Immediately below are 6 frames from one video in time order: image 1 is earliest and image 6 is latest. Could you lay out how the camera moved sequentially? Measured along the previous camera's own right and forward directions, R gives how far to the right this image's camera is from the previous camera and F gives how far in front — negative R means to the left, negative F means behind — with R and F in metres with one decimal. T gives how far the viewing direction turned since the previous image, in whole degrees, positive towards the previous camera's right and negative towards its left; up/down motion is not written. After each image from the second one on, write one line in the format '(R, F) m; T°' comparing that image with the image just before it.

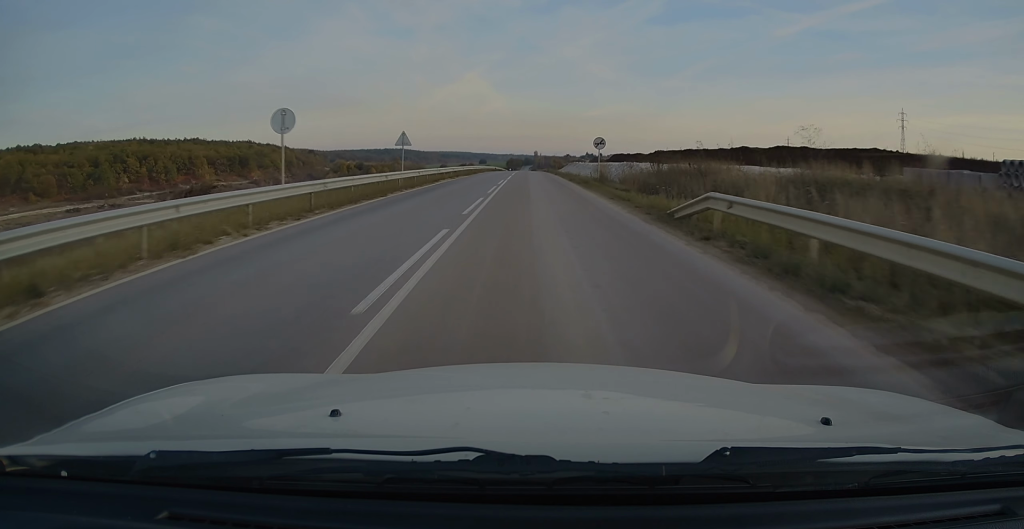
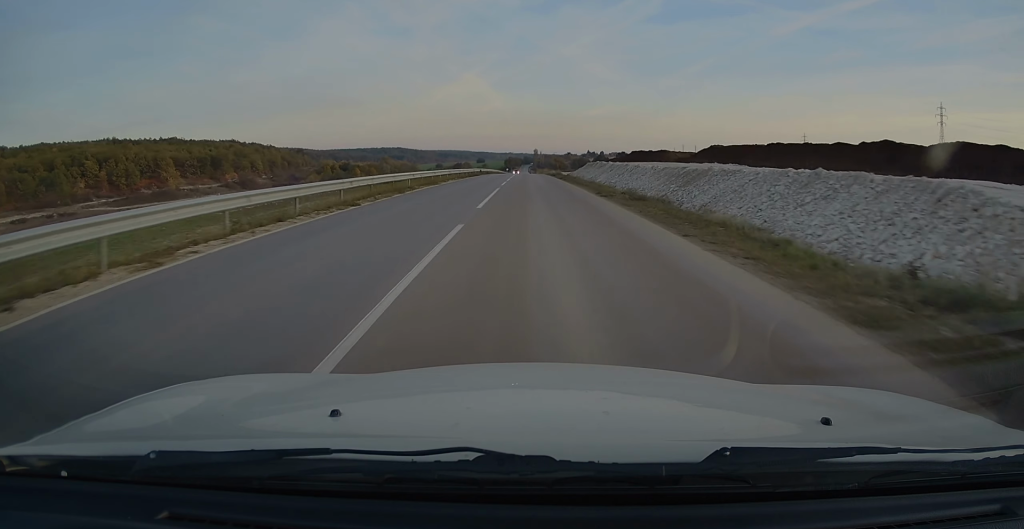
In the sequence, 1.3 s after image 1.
(0.0, +36.9) m; 0°
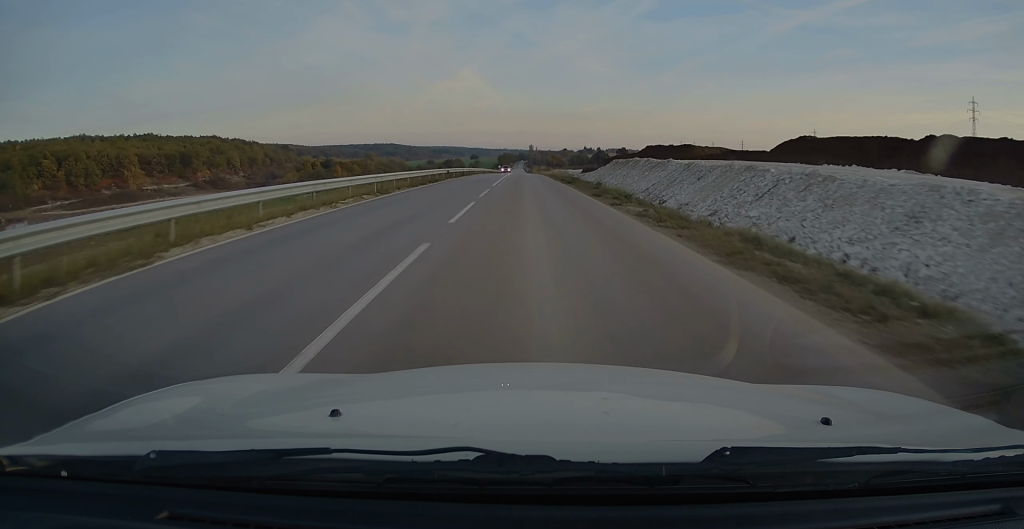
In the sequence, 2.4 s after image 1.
(+0.1, +29.5) m; 0°
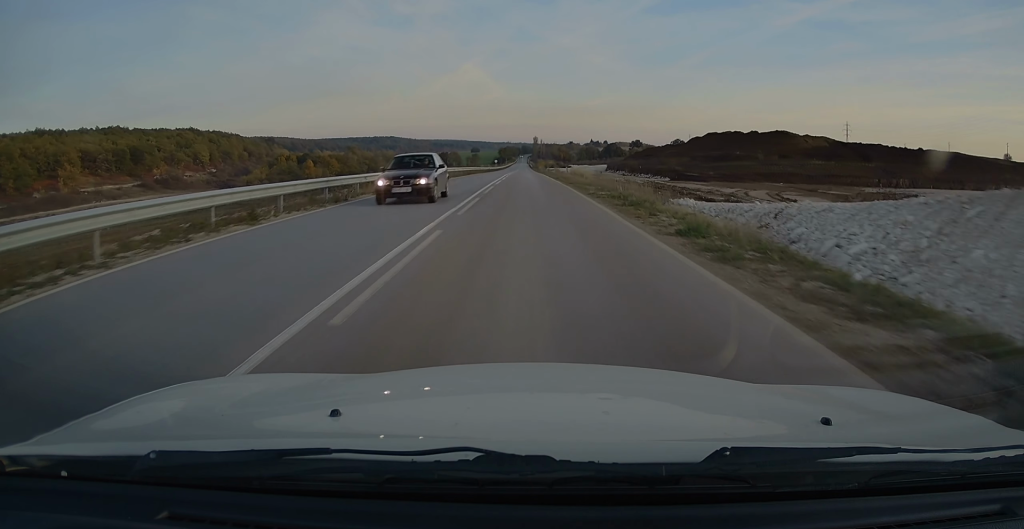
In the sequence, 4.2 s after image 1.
(+0.3, +49.9) m; 0°
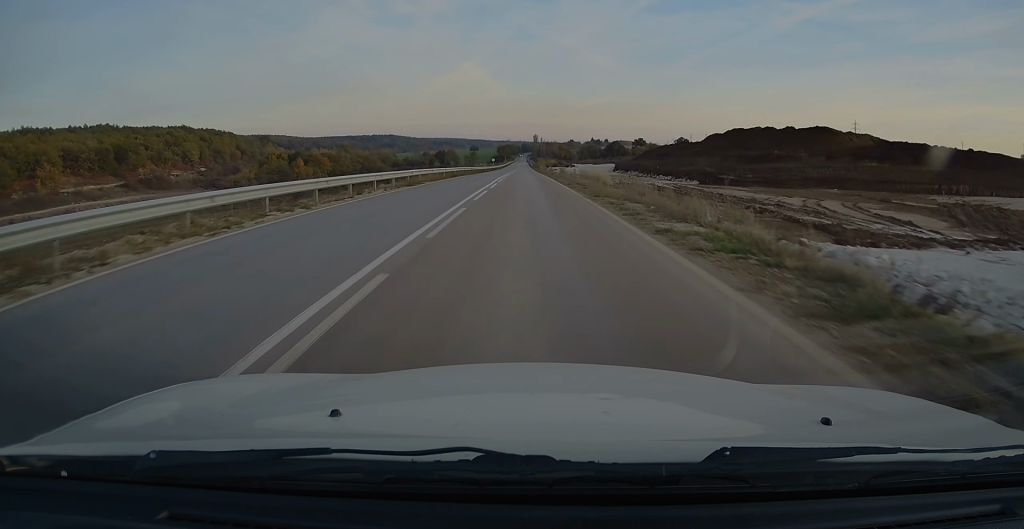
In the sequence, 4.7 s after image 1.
(-0.1, +12.9) m; 0°
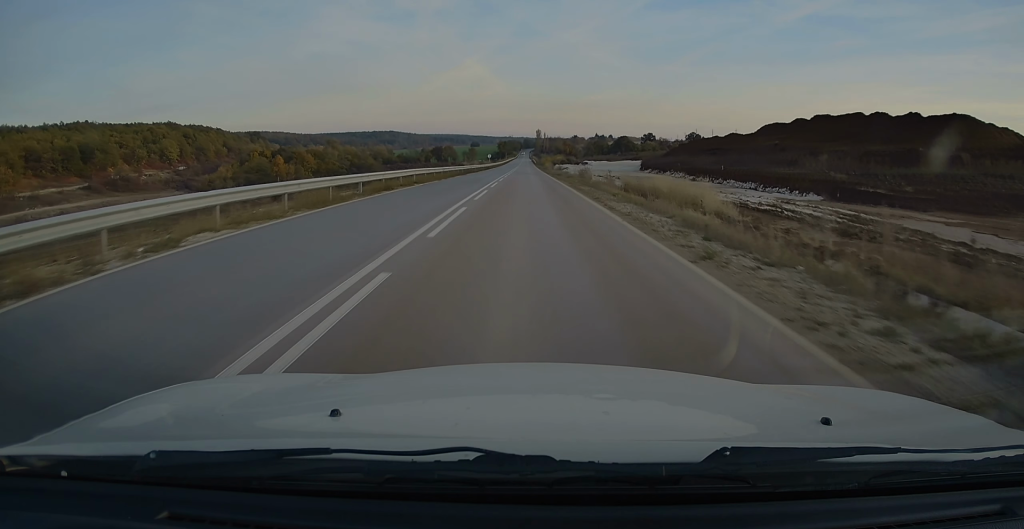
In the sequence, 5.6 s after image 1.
(-0.2, +26.8) m; 0°
